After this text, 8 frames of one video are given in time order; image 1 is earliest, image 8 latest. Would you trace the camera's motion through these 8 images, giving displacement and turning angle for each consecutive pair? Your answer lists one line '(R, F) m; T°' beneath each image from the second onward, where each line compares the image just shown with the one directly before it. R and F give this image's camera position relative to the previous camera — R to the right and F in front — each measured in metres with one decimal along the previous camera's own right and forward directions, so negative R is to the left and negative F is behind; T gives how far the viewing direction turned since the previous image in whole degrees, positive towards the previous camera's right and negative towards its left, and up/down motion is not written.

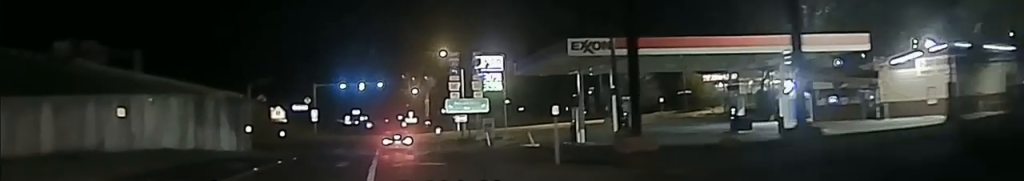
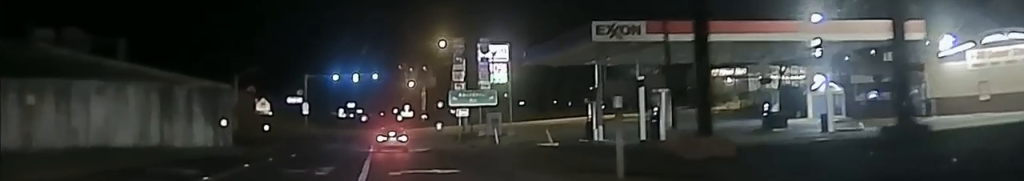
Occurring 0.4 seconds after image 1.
(0.0, +6.4) m; +1°
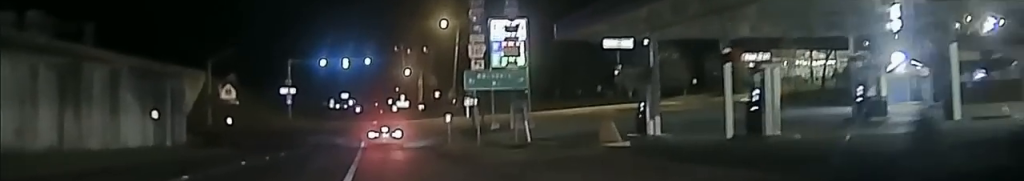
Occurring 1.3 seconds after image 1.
(+0.1, +13.7) m; +1°
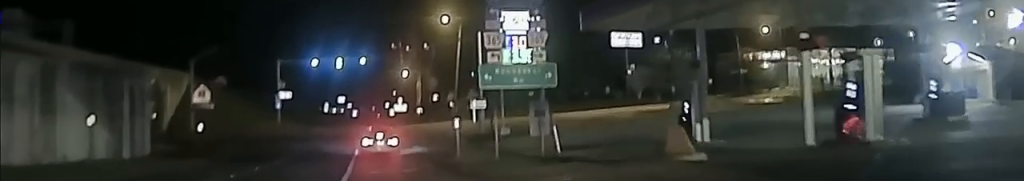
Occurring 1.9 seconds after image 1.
(+0.2, +6.8) m; 0°
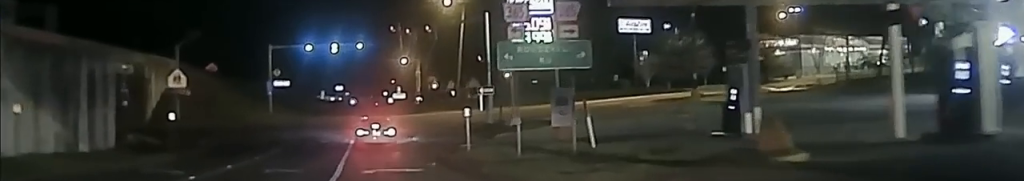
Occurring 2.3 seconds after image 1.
(+0.1, +5.7) m; 0°
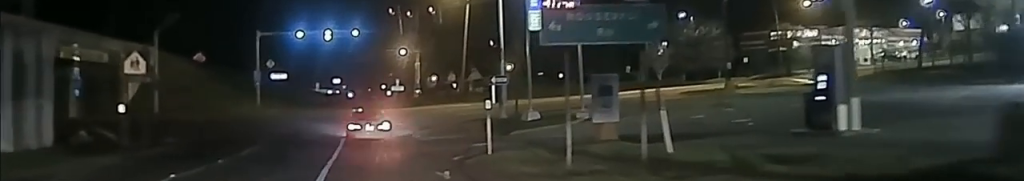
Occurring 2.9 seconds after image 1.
(-0.2, +6.4) m; -1°
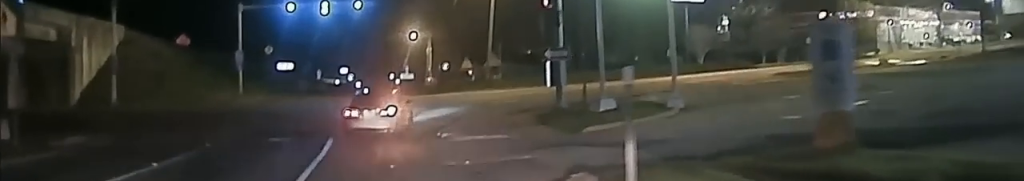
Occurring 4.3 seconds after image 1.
(-0.1, +12.3) m; 0°
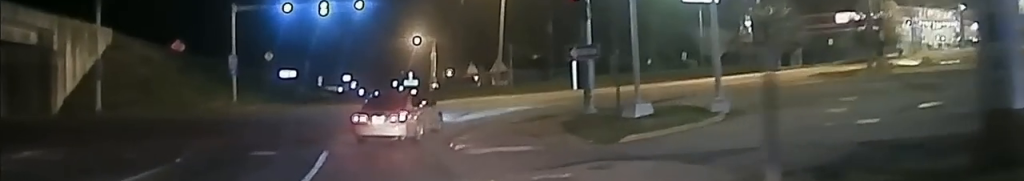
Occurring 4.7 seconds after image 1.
(0.0, +3.3) m; 0°
